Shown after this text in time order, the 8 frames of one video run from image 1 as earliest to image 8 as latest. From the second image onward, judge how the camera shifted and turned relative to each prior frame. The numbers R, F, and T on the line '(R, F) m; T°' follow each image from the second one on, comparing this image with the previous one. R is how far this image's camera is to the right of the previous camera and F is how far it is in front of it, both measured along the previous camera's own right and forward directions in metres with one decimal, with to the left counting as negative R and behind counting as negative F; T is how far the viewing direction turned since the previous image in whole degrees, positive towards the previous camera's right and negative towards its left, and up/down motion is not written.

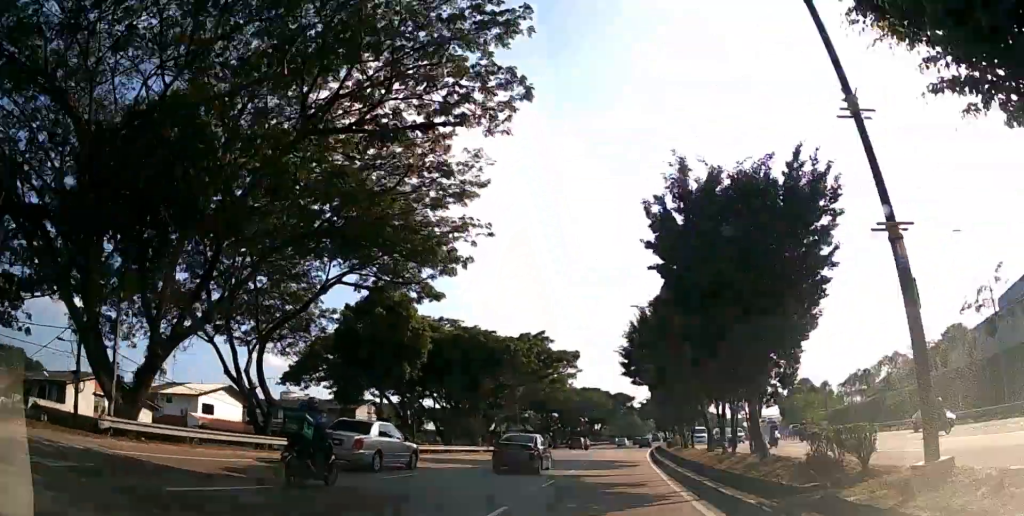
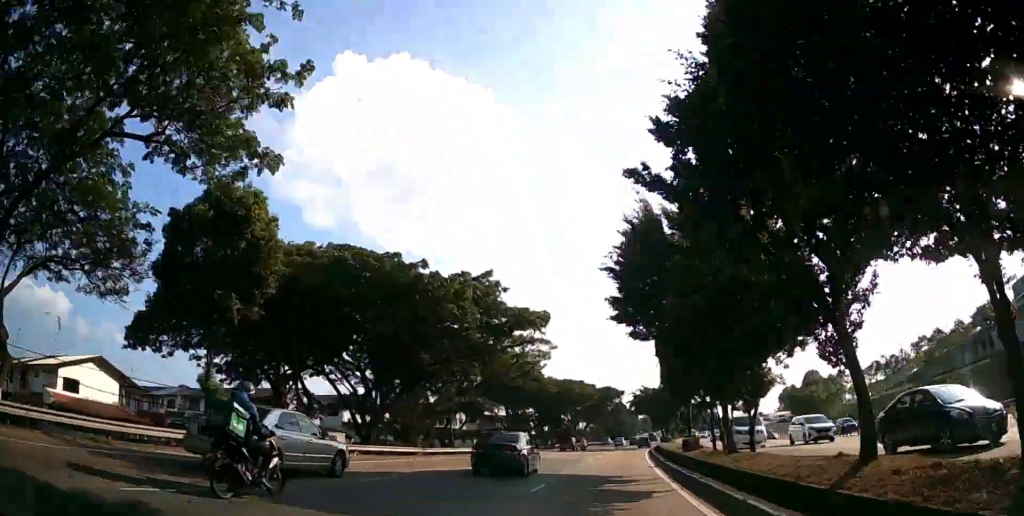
(+0.1, +16.0) m; +1°
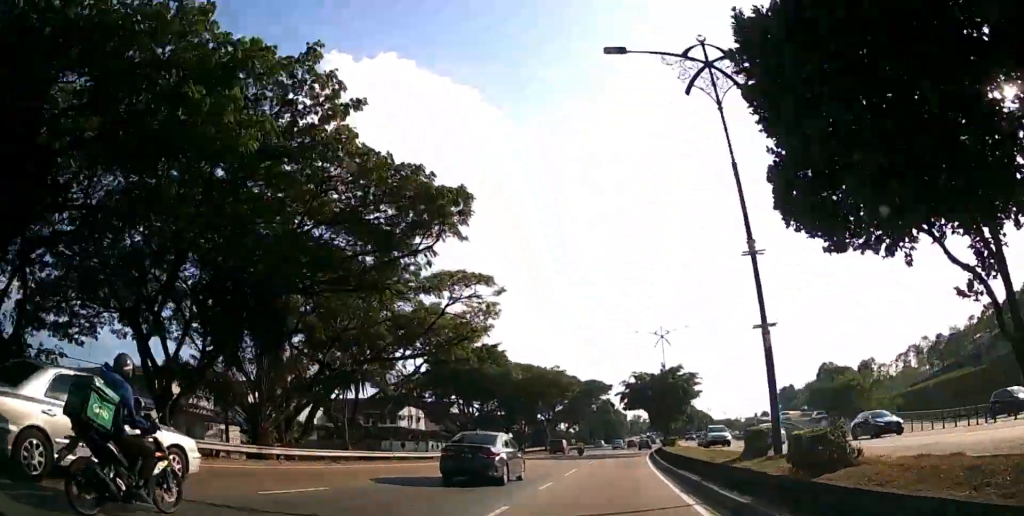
(+0.3, +18.1) m; +2°
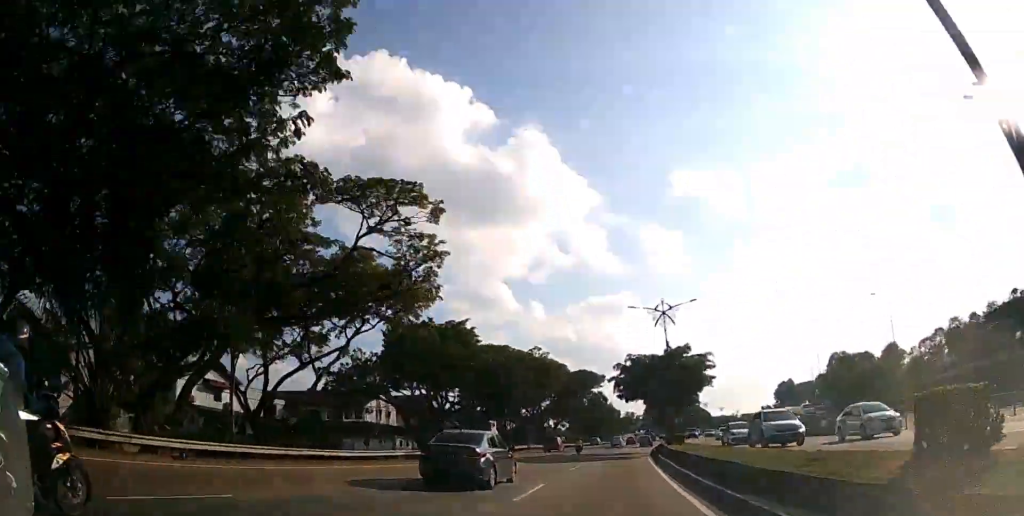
(0.0, +10.3) m; +1°
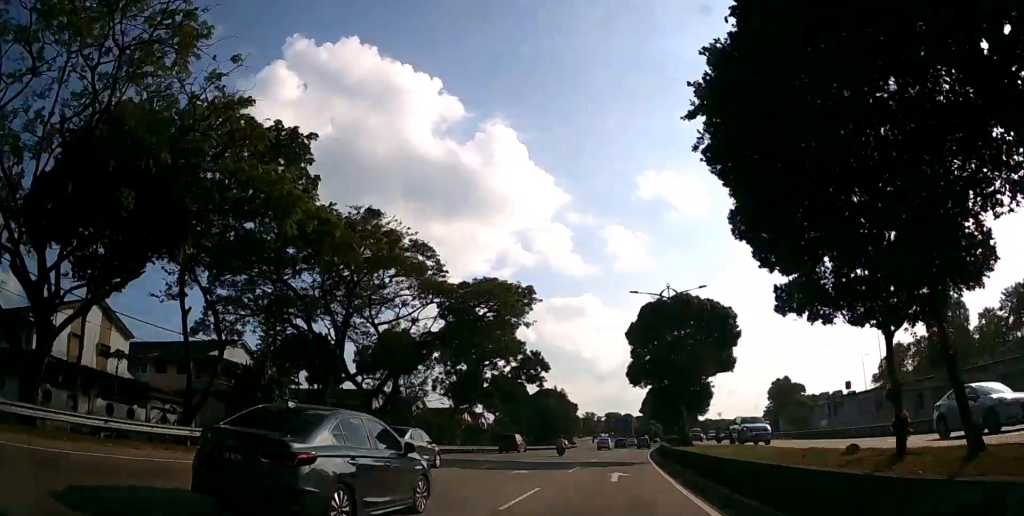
(+1.9, +48.9) m; +4°
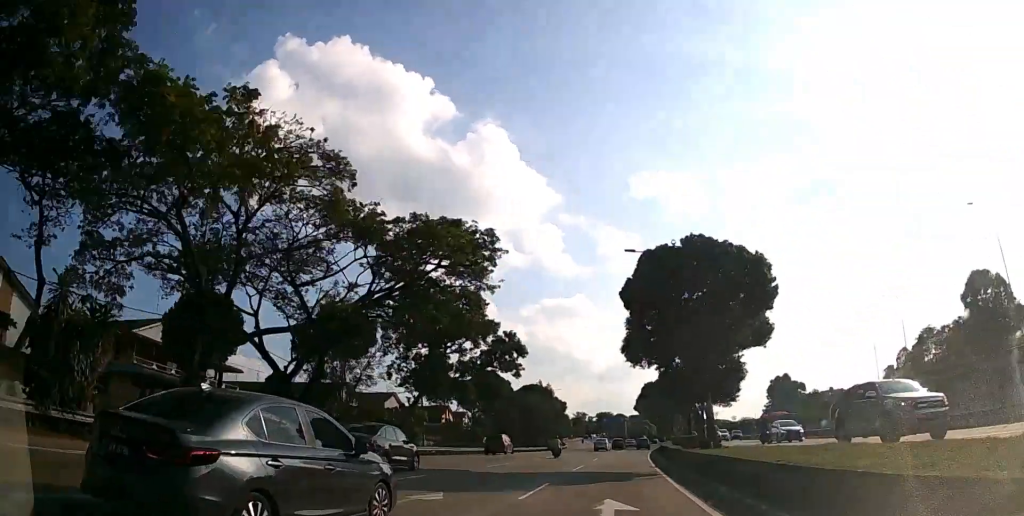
(+0.1, +9.8) m; +1°
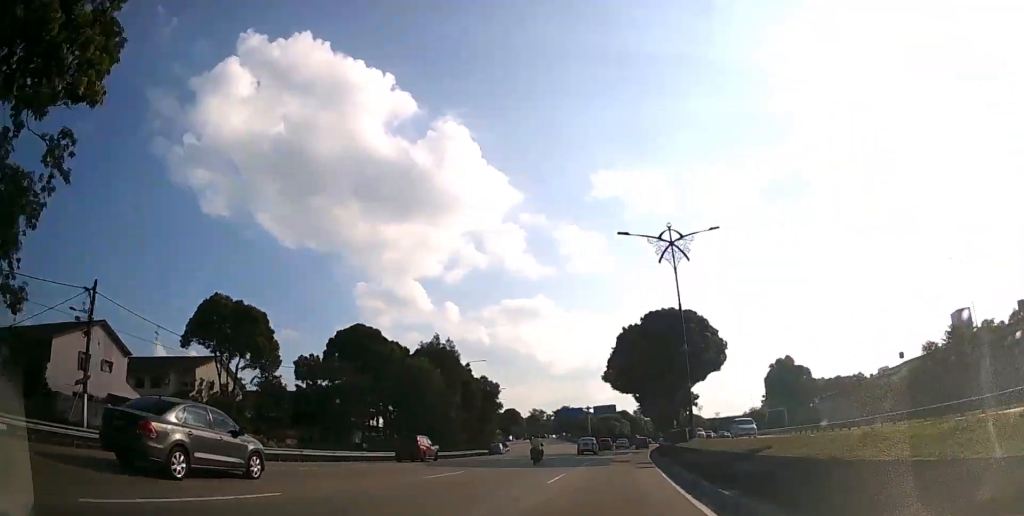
(+1.4, +43.8) m; +4°
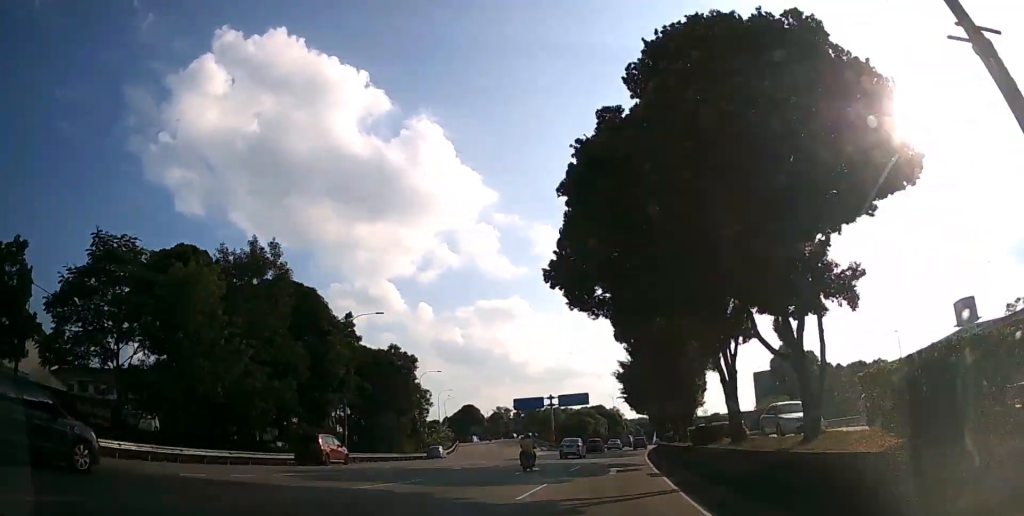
(+0.6, +27.7) m; +3°
